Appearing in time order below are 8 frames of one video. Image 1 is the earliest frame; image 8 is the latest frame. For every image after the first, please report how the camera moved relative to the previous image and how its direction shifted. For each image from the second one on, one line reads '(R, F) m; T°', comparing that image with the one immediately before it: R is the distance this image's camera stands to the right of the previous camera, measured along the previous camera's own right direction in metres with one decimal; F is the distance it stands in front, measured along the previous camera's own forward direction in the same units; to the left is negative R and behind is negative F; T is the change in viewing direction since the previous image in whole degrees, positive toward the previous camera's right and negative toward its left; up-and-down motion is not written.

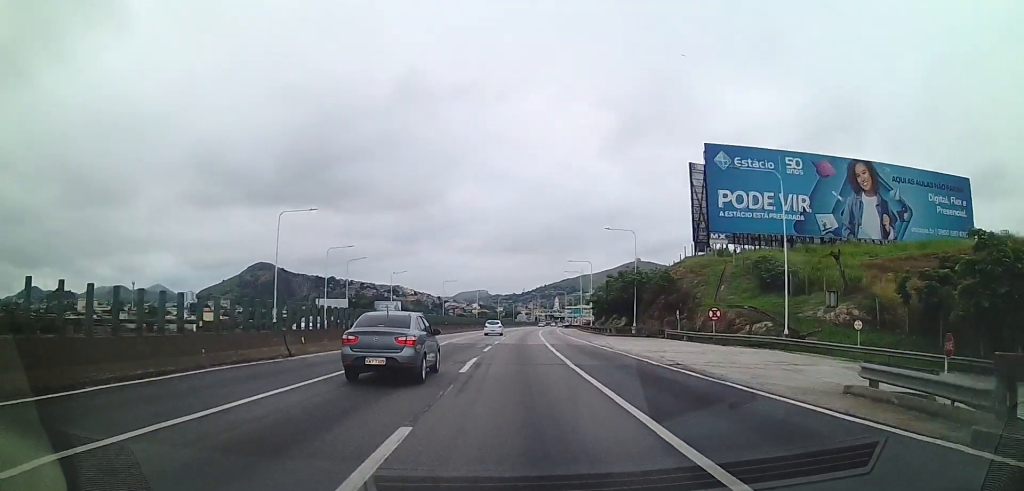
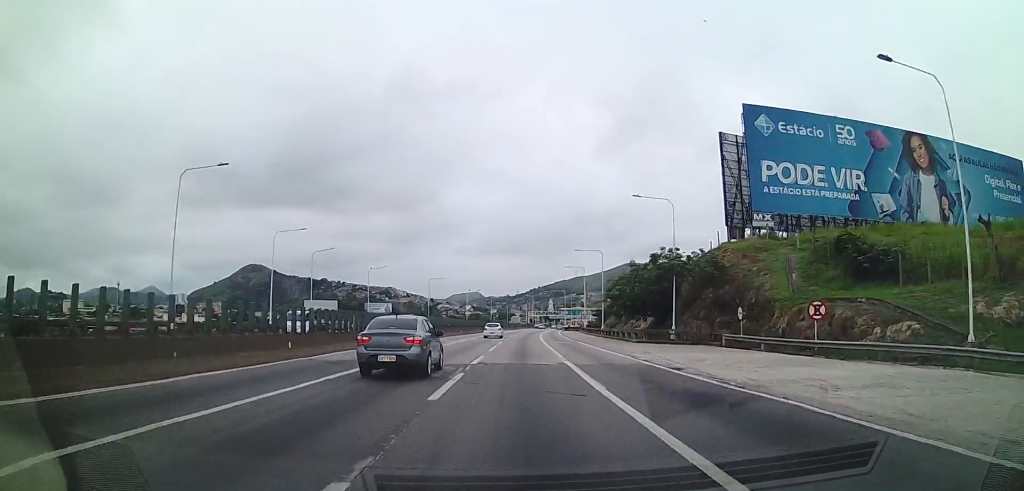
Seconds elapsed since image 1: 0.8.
(-0.1, +15.9) m; +1°
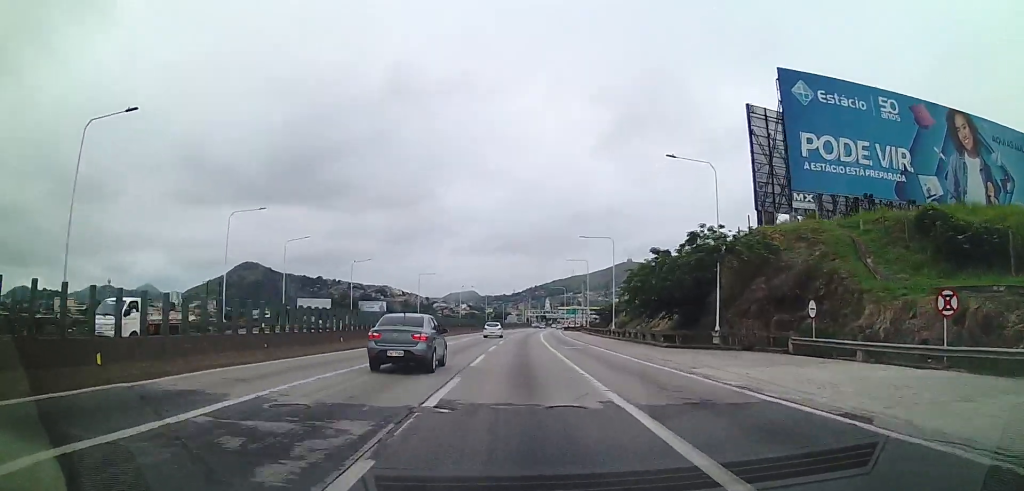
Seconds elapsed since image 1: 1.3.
(+0.2, +9.9) m; +1°
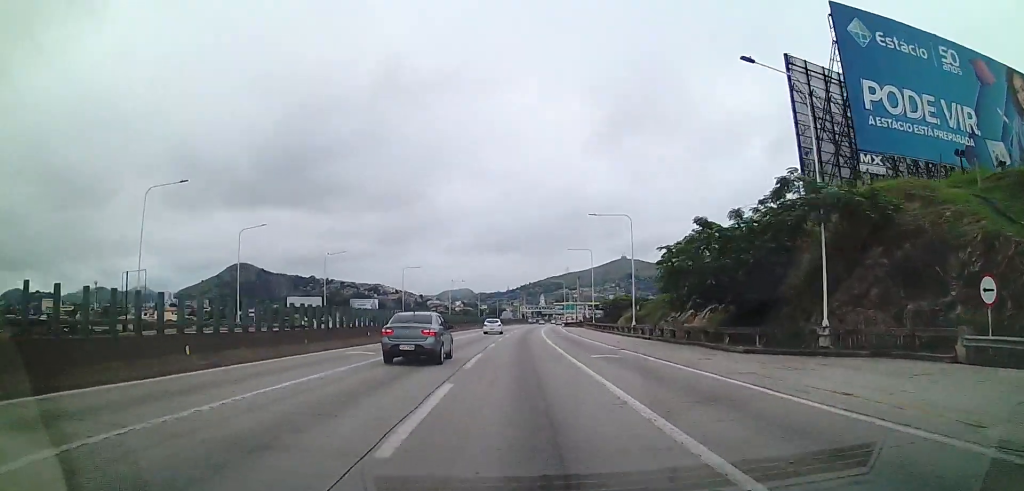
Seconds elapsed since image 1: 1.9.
(+0.2, +12.4) m; +1°
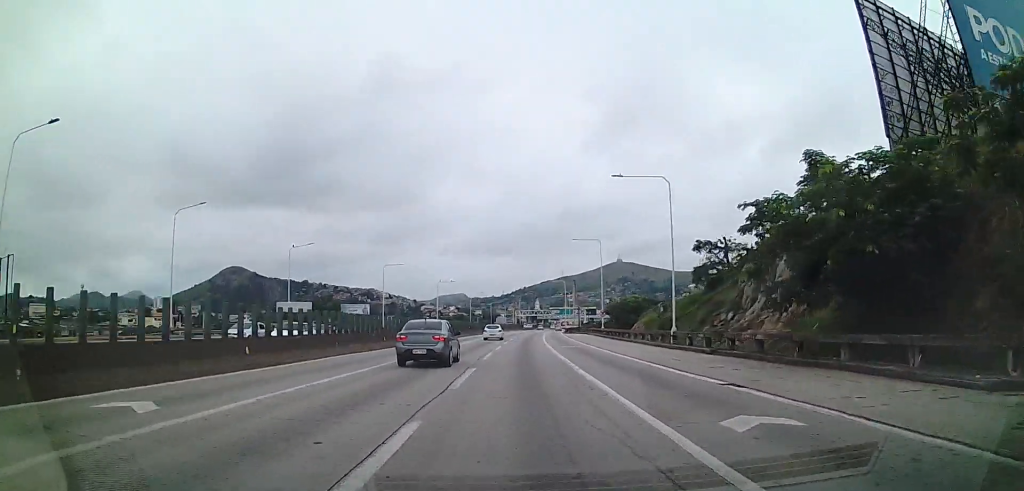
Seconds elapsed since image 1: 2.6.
(0.0, +13.5) m; +1°
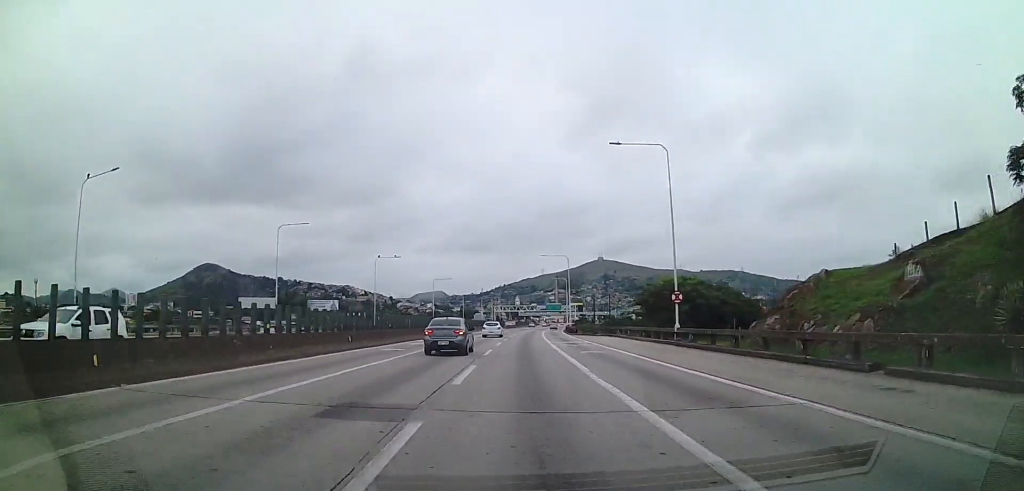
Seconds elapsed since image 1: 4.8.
(+0.1, +40.6) m; 0°
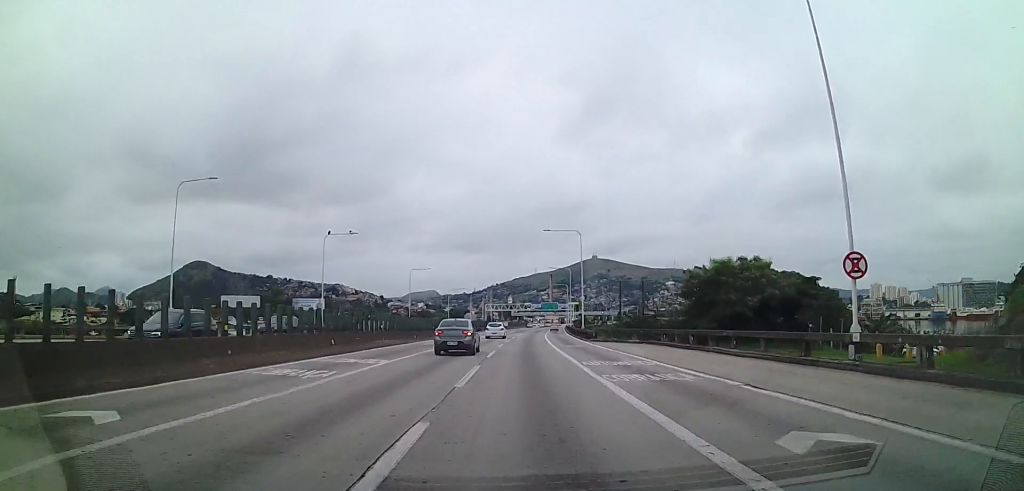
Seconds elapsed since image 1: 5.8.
(+0.5, +20.1) m; +1°
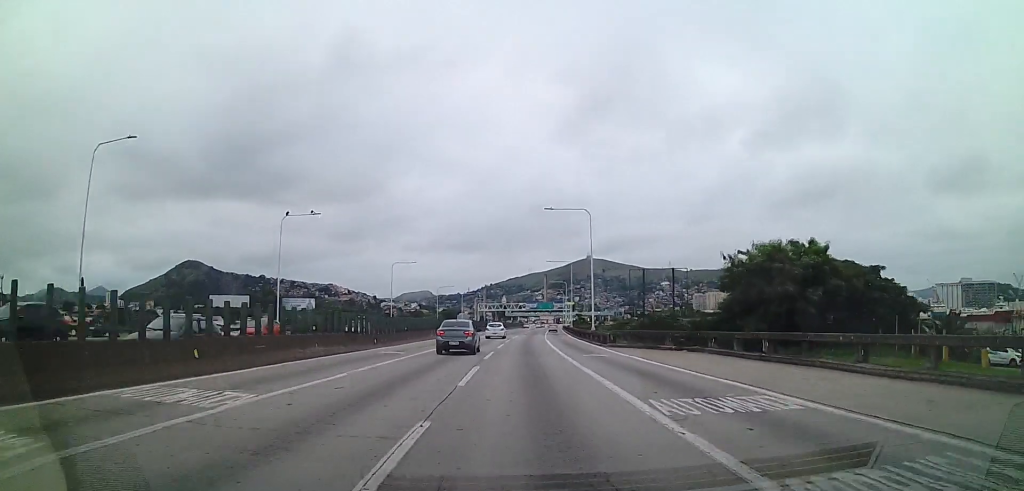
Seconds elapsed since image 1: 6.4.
(0.0, +10.5) m; +1°
